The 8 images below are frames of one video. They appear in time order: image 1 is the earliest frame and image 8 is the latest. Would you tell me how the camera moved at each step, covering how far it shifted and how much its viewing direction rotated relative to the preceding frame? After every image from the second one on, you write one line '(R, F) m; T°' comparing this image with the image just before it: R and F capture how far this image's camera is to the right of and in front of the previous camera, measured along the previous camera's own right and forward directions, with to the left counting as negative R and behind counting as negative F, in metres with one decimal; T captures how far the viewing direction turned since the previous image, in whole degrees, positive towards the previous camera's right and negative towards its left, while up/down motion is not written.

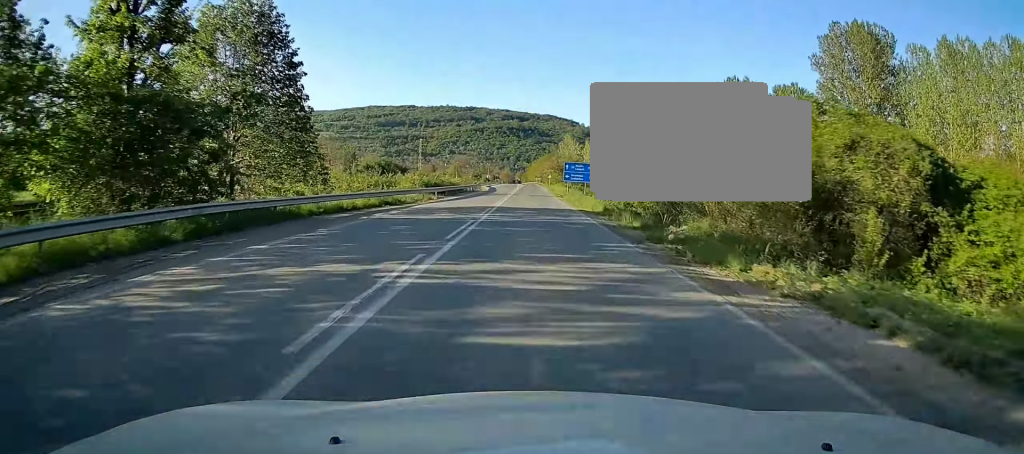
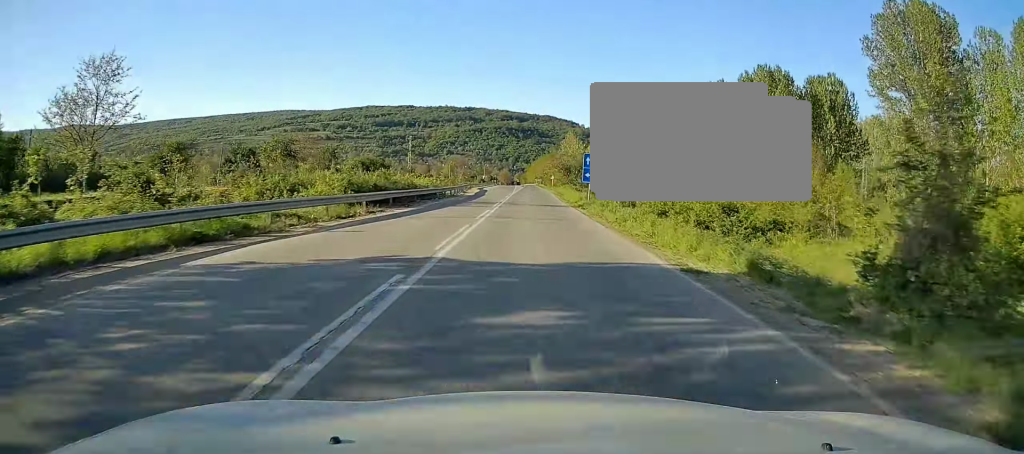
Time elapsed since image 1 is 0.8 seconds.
(+0.1, +20.5) m; 0°
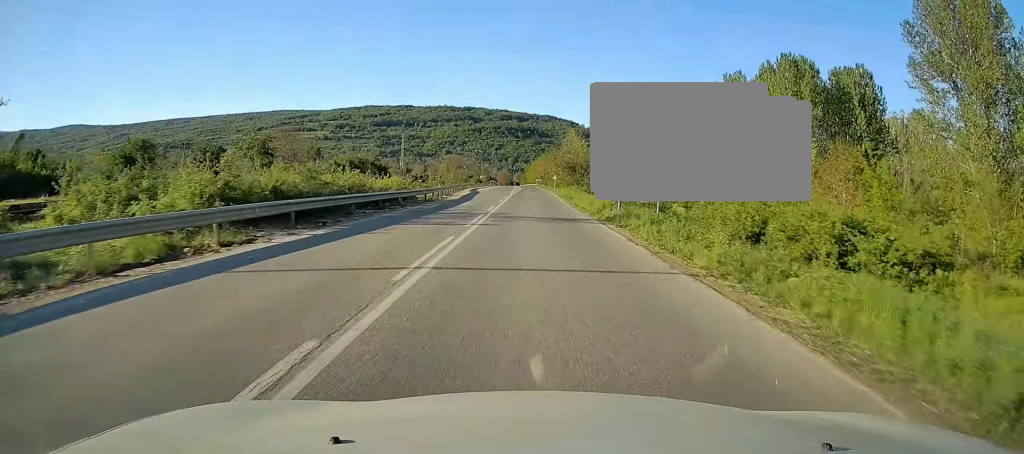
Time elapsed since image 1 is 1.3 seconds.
(-0.1, +12.8) m; 0°
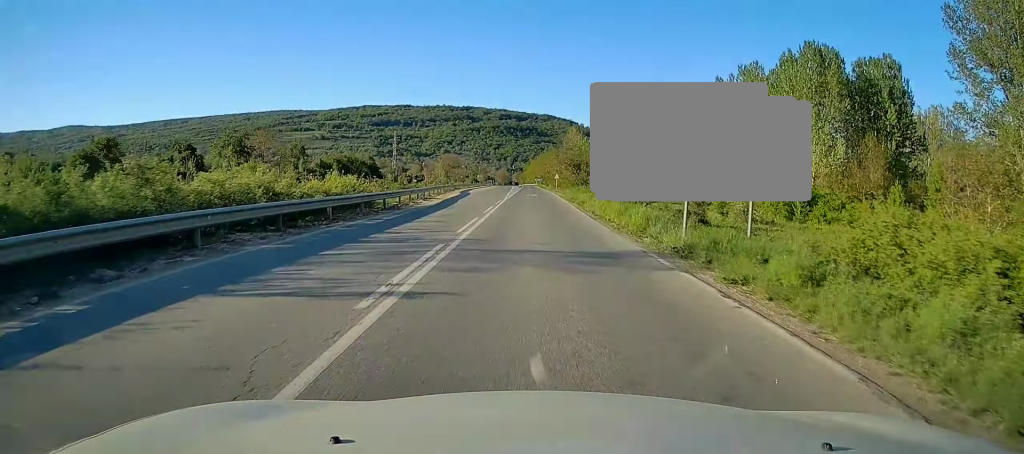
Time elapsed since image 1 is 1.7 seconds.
(0.0, +11.0) m; 0°
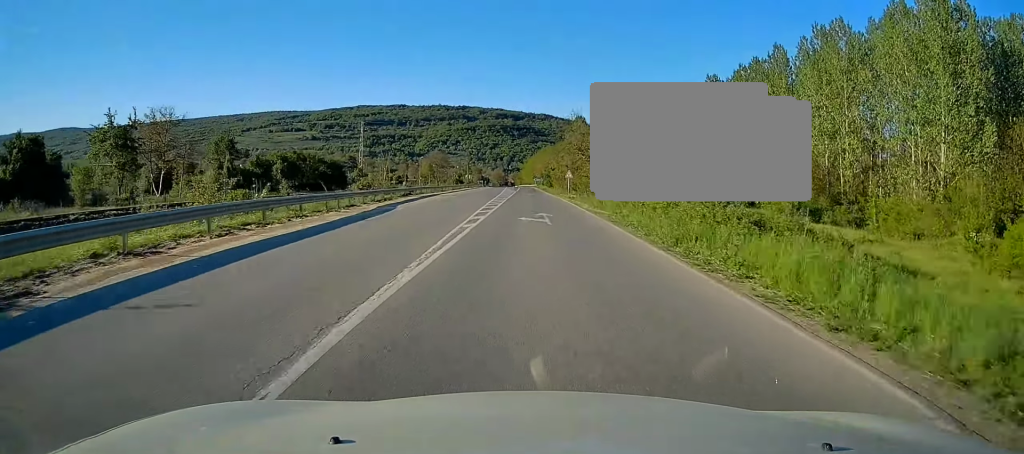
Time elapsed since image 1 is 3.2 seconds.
(0.0, +37.2) m; 0°
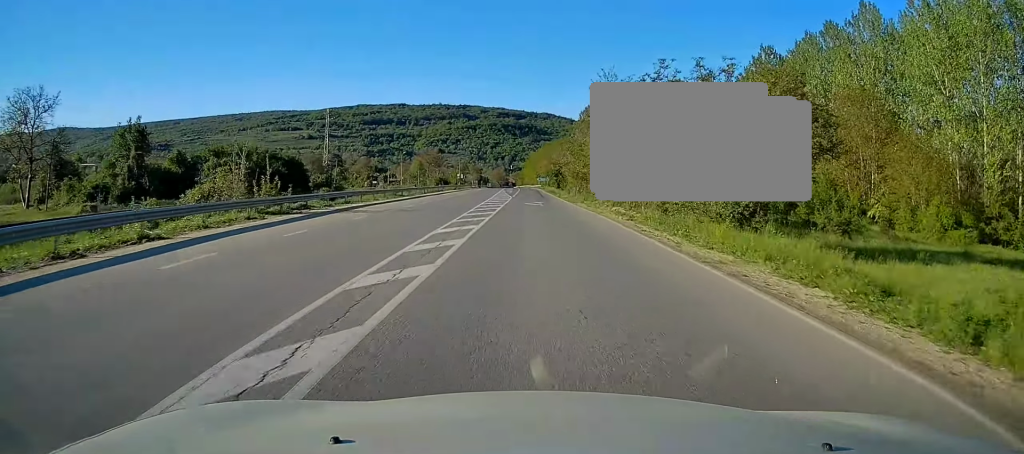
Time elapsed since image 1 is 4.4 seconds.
(+0.2, +30.1) m; 0°
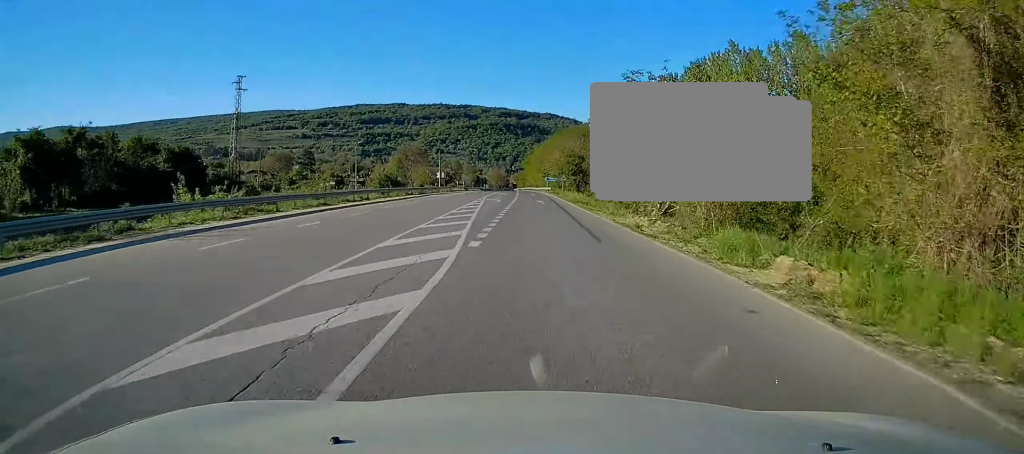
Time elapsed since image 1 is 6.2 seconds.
(-0.3, +43.5) m; 0°
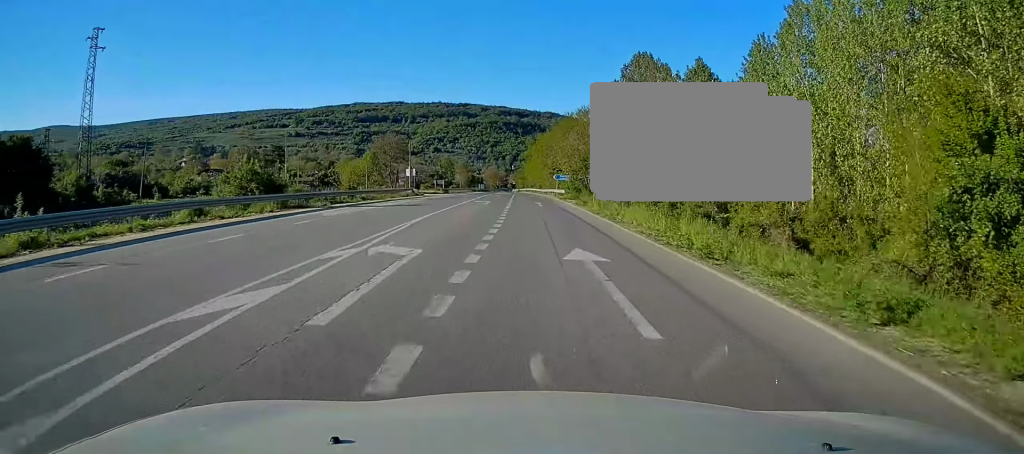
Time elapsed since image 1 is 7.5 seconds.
(-0.1, +32.9) m; 0°
